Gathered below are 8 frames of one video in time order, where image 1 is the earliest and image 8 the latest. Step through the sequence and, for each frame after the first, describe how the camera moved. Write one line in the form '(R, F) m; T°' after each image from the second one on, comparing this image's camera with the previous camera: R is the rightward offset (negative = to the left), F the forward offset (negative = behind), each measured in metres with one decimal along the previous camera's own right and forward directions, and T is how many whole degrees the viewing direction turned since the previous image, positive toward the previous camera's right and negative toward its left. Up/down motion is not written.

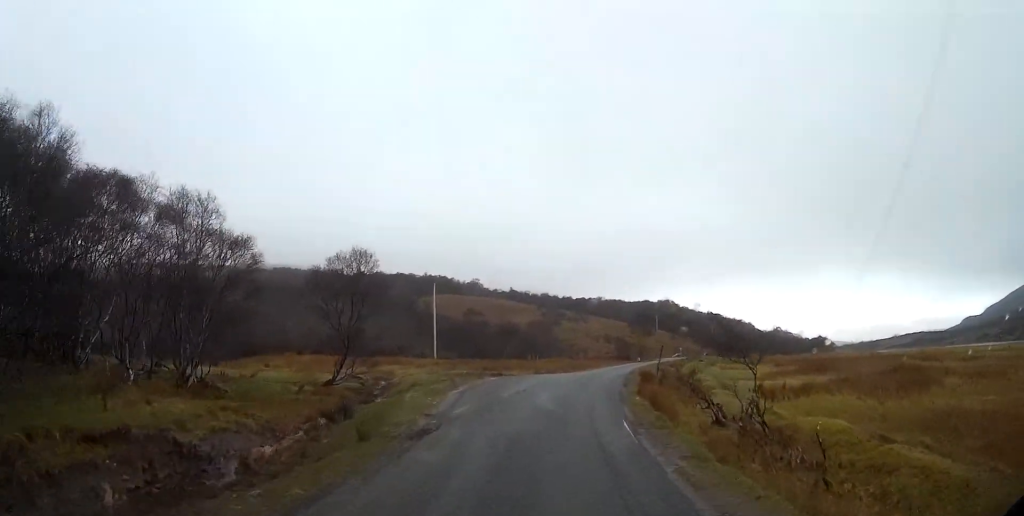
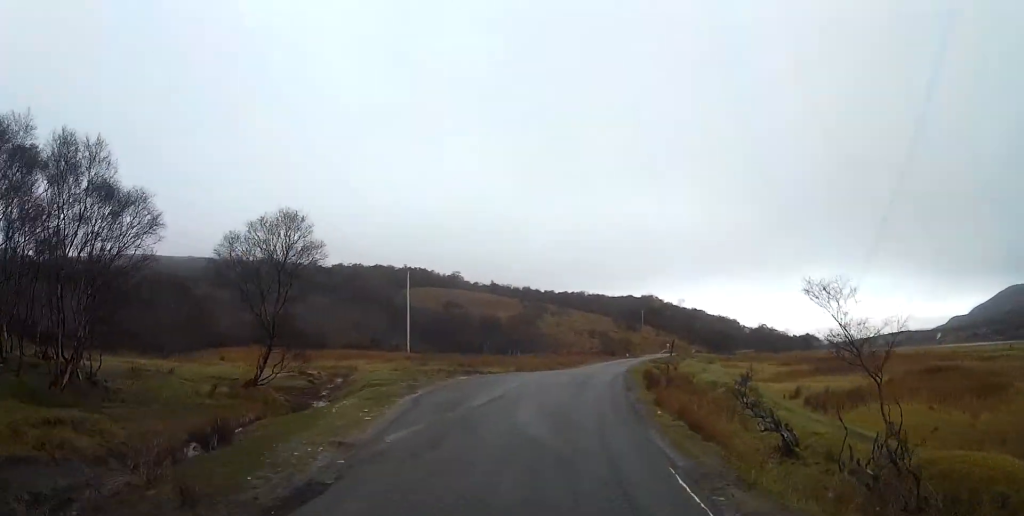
(+0.2, +6.7) m; +2°
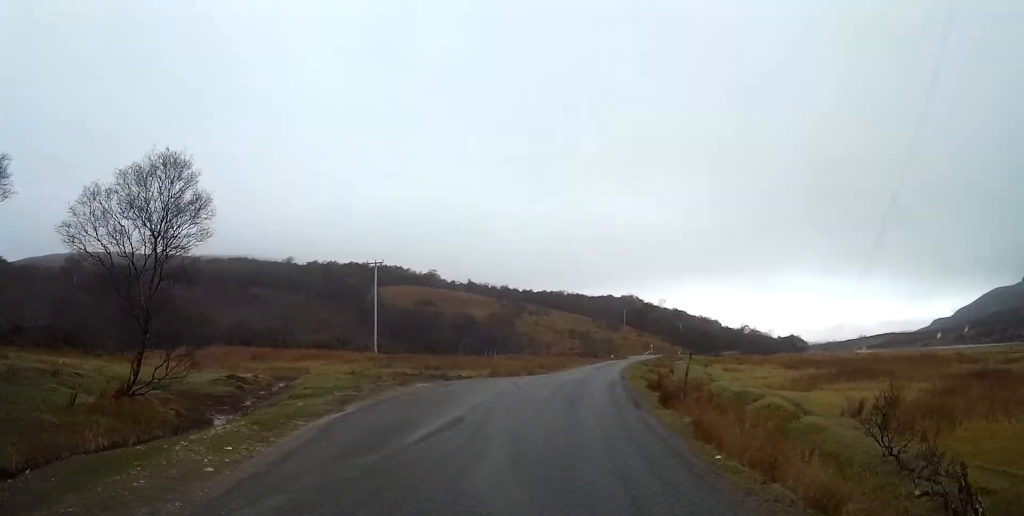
(0.0, +6.7) m; +2°
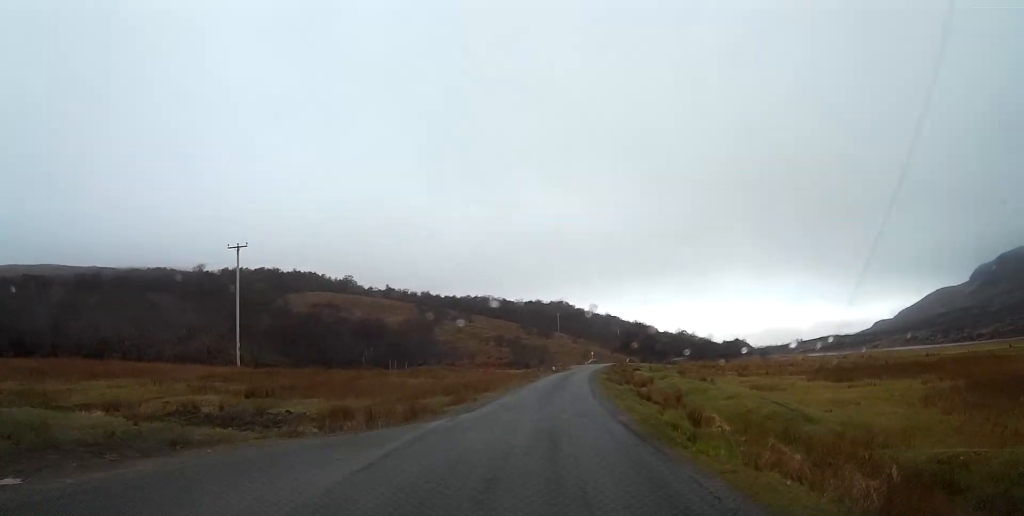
(+1.2, +21.1) m; +6°
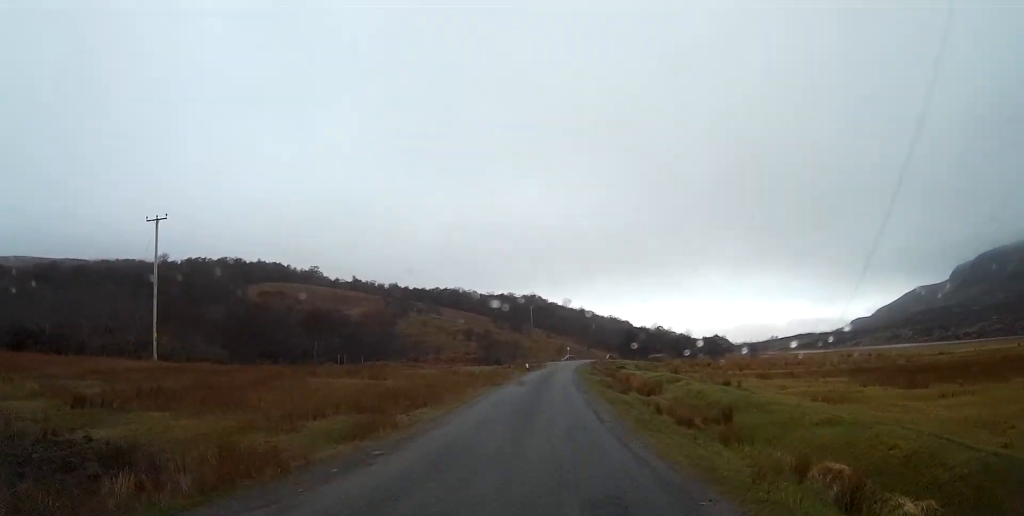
(+0.3, +10.3) m; +2°
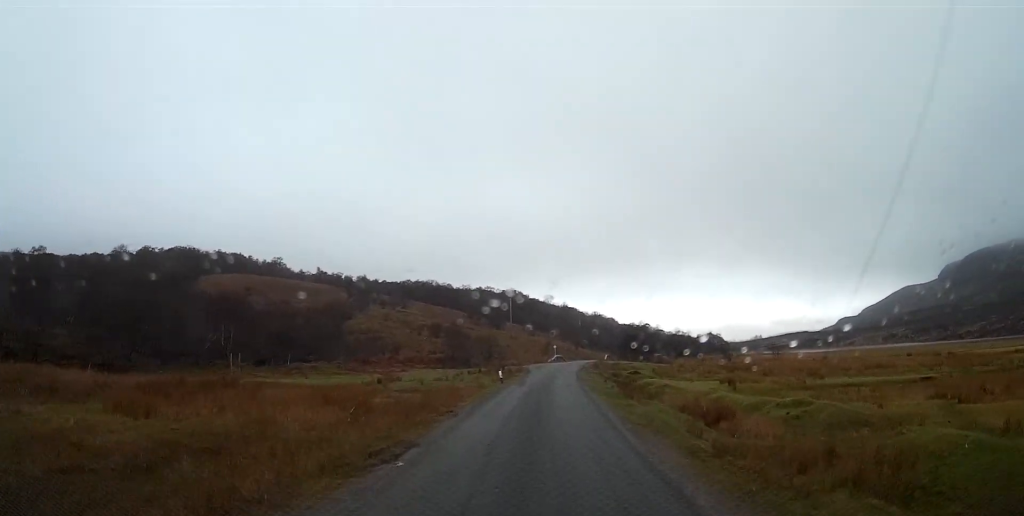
(+0.5, +21.7) m; +3°
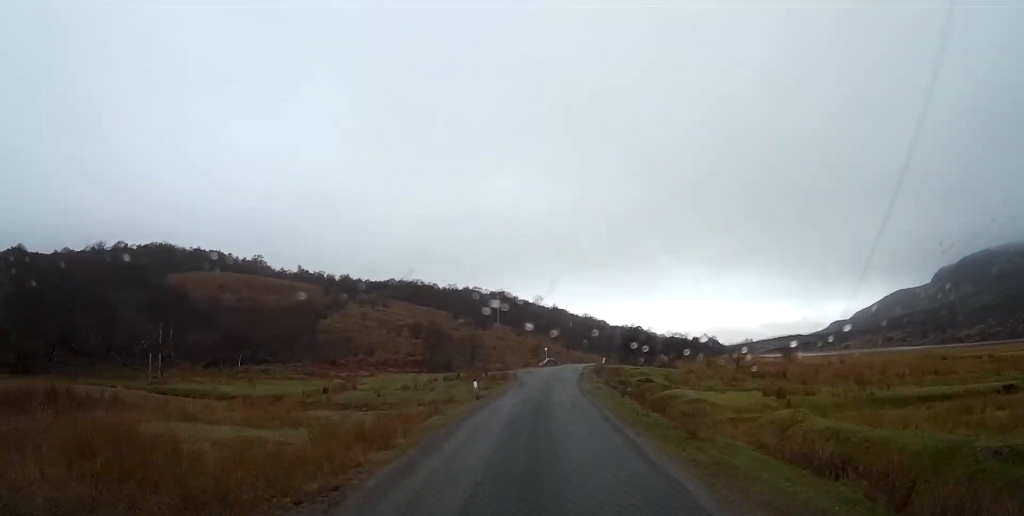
(+0.1, +9.7) m; +1°
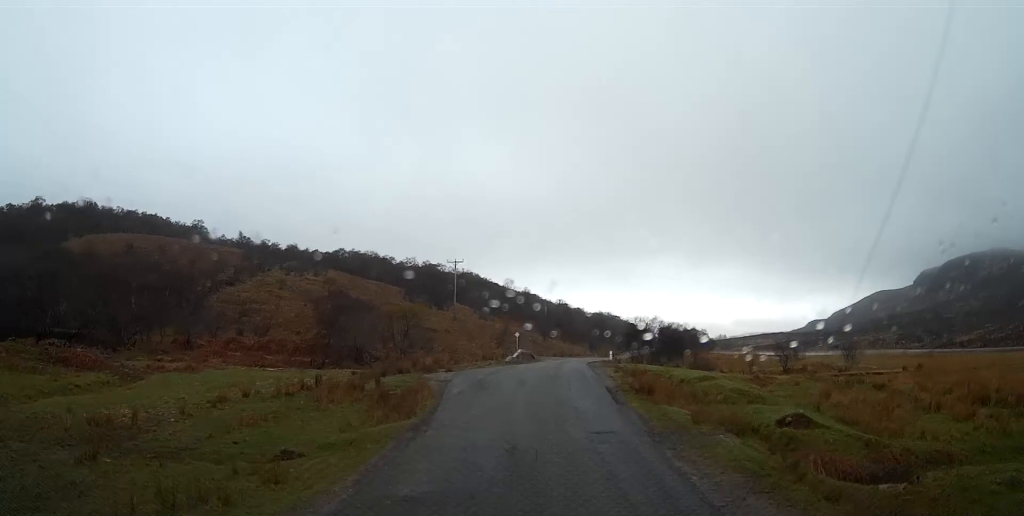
(+0.6, +29.3) m; +2°
